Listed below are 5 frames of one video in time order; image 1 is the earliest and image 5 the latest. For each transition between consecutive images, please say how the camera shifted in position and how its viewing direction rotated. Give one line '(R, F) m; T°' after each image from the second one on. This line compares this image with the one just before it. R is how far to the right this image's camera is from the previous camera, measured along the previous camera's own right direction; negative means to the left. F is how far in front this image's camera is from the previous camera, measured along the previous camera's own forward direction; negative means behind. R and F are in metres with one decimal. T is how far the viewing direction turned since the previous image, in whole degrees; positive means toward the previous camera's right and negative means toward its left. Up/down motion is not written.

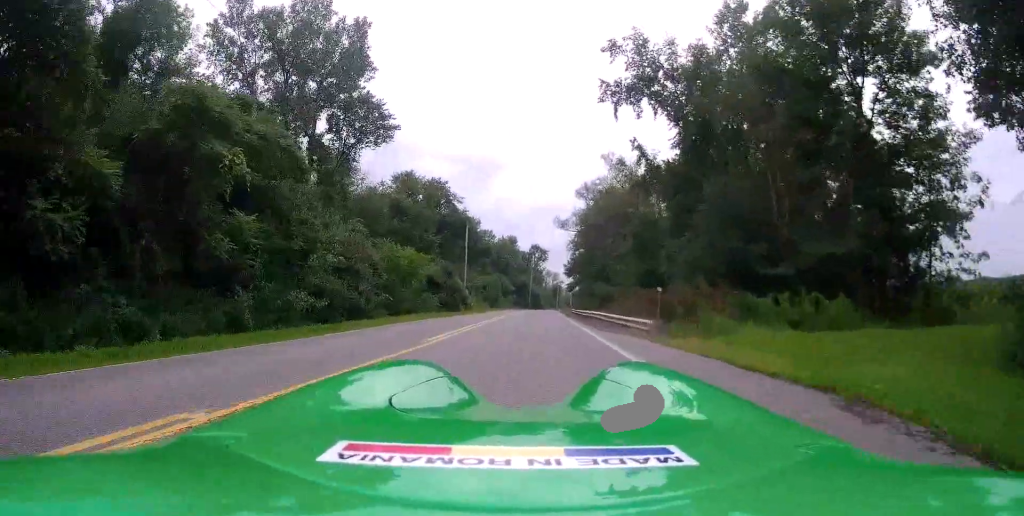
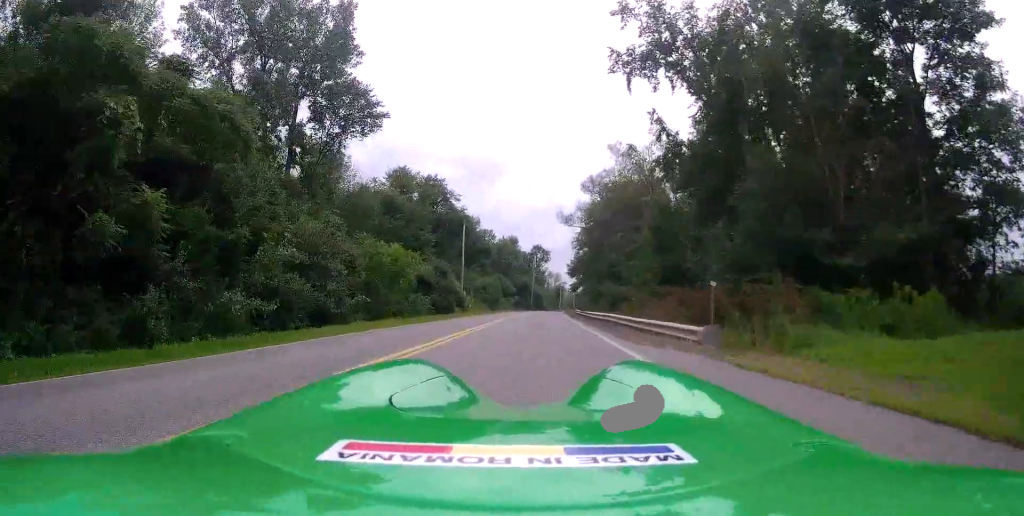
(0.0, +4.5) m; 0°
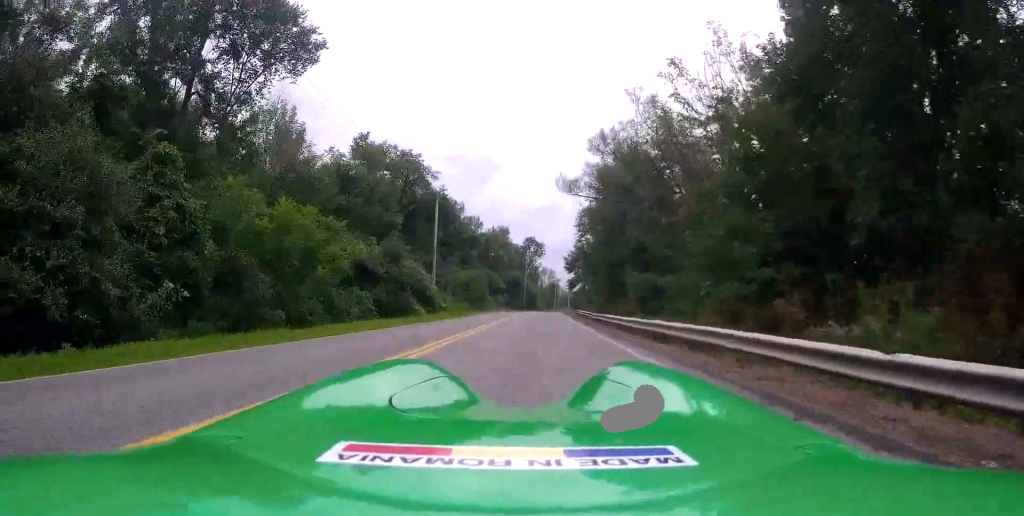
(0.0, +13.9) m; 0°
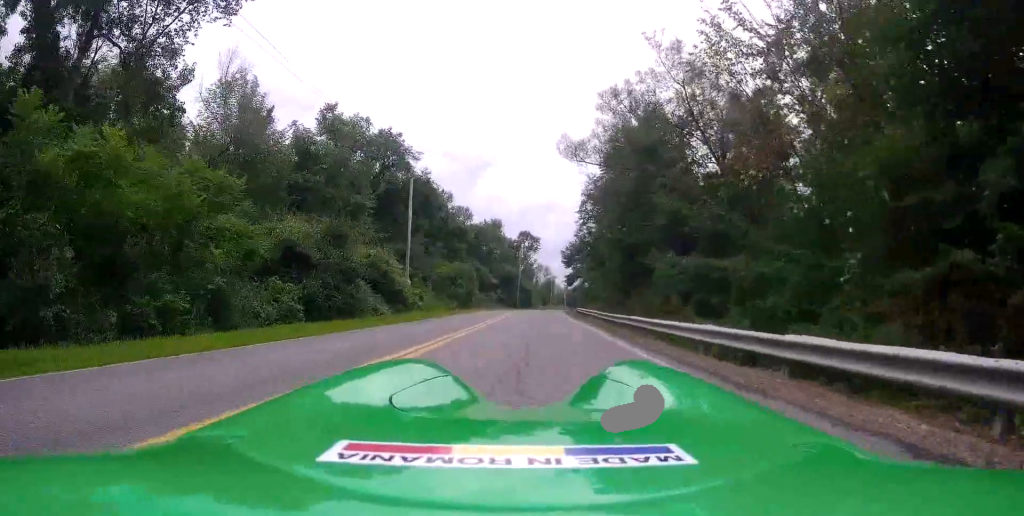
(0.0, +8.6) m; 0°
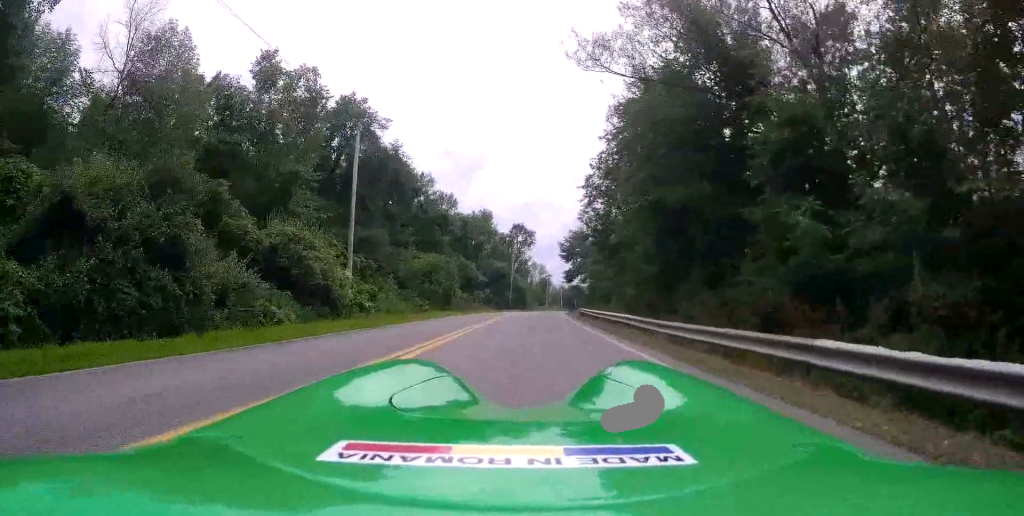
(0.0, +11.2) m; 0°
